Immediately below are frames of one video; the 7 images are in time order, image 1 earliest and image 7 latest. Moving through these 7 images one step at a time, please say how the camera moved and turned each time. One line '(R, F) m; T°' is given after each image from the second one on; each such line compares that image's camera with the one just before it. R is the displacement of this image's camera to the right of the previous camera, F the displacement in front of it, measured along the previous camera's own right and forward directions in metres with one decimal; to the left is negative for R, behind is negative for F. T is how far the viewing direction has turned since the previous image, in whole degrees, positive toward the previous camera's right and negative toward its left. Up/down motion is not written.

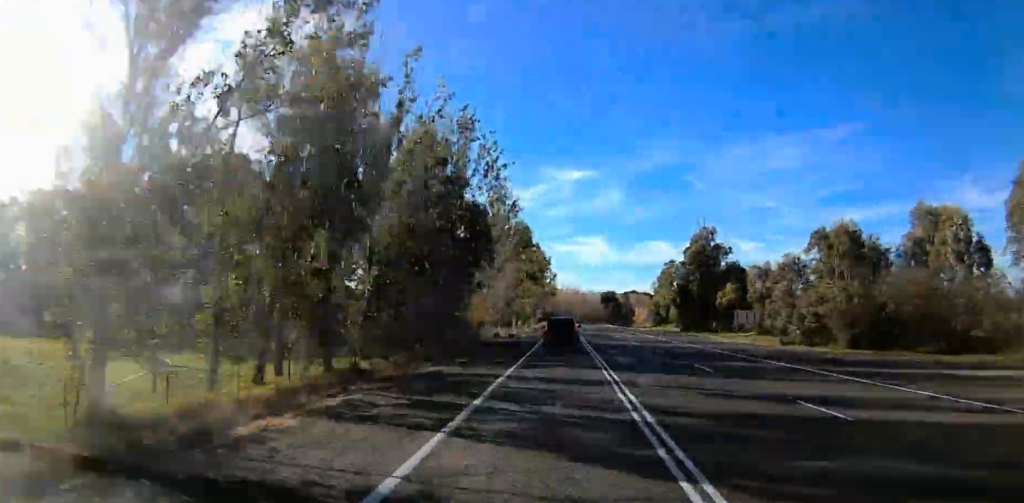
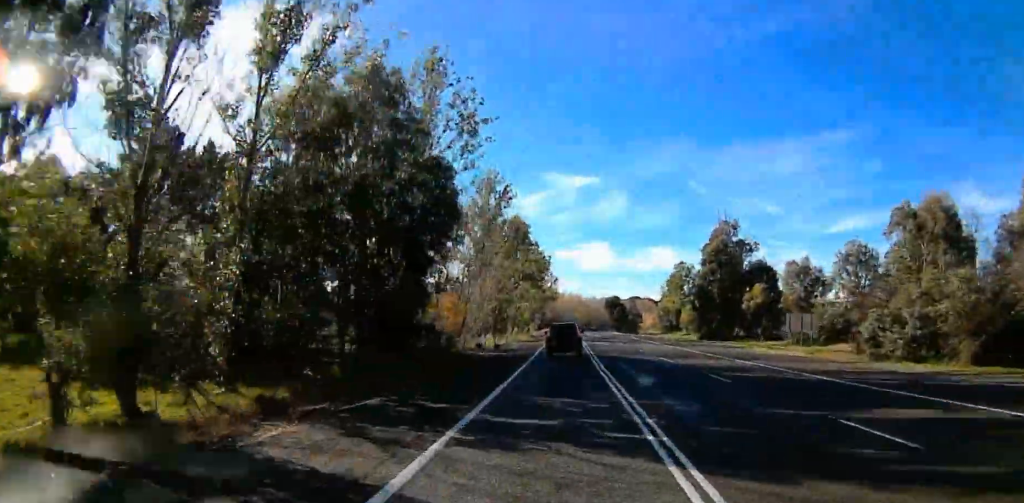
(-1.9, +18.0) m; -5°
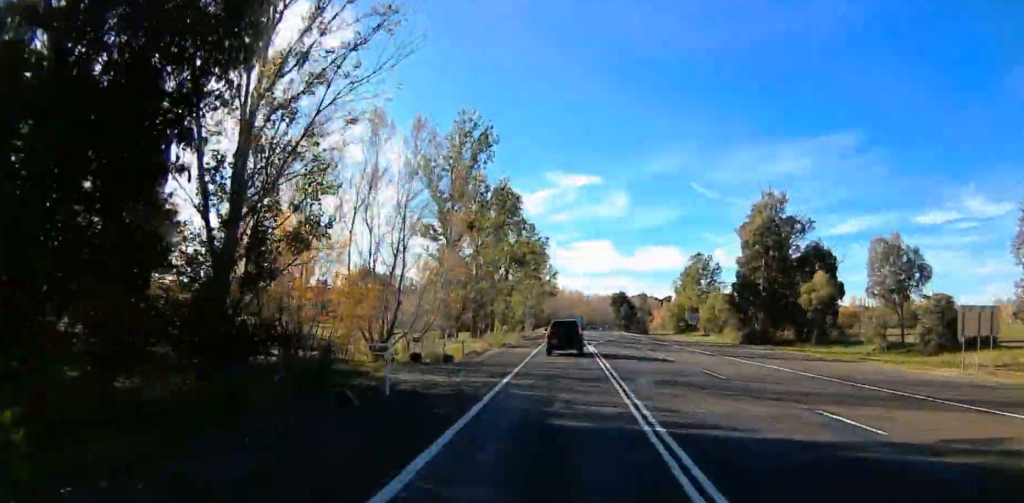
(-0.2, +27.2) m; 0°
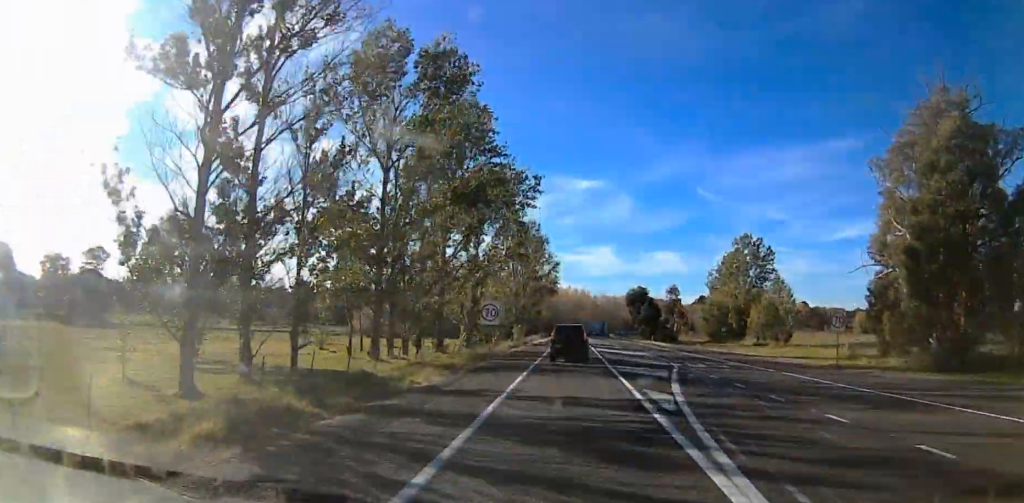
(-0.1, +30.2) m; -1°
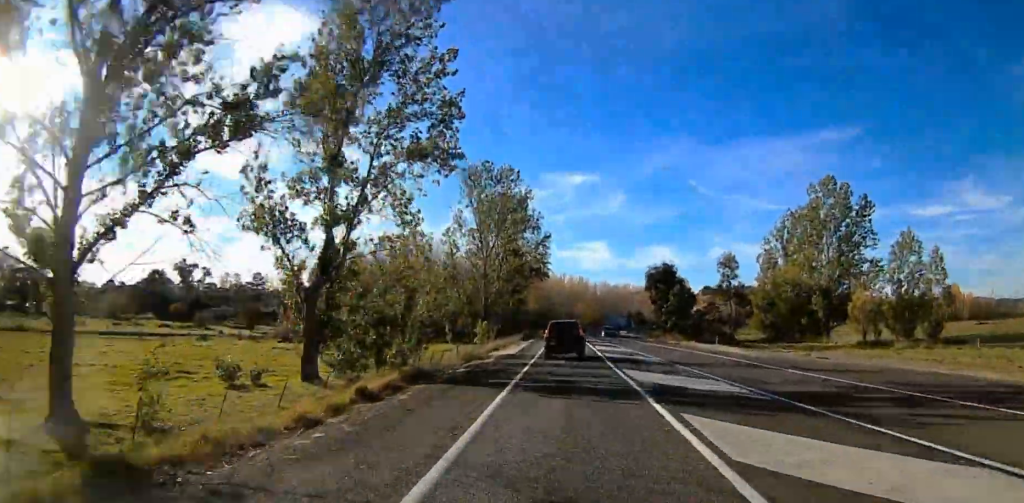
(-0.4, +47.6) m; -1°
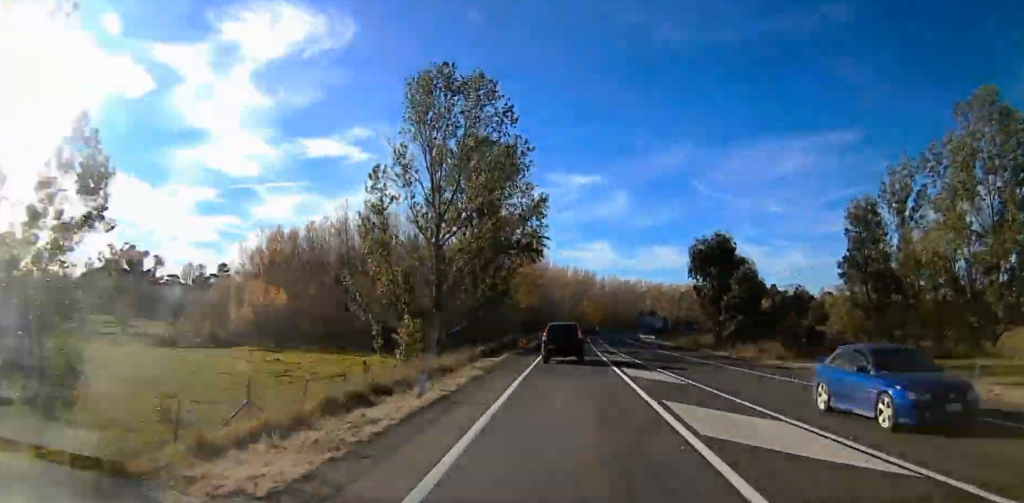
(0.0, +38.0) m; 0°
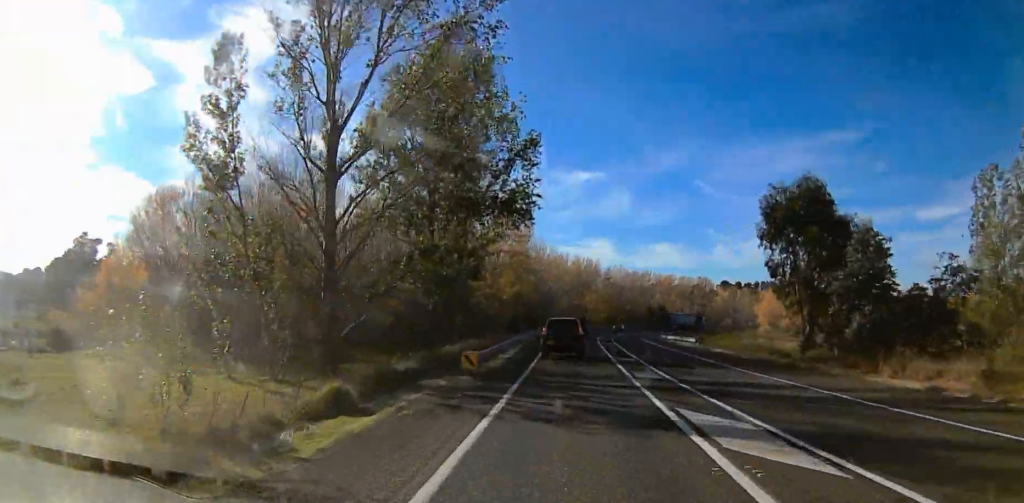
(0.0, +25.9) m; 0°
